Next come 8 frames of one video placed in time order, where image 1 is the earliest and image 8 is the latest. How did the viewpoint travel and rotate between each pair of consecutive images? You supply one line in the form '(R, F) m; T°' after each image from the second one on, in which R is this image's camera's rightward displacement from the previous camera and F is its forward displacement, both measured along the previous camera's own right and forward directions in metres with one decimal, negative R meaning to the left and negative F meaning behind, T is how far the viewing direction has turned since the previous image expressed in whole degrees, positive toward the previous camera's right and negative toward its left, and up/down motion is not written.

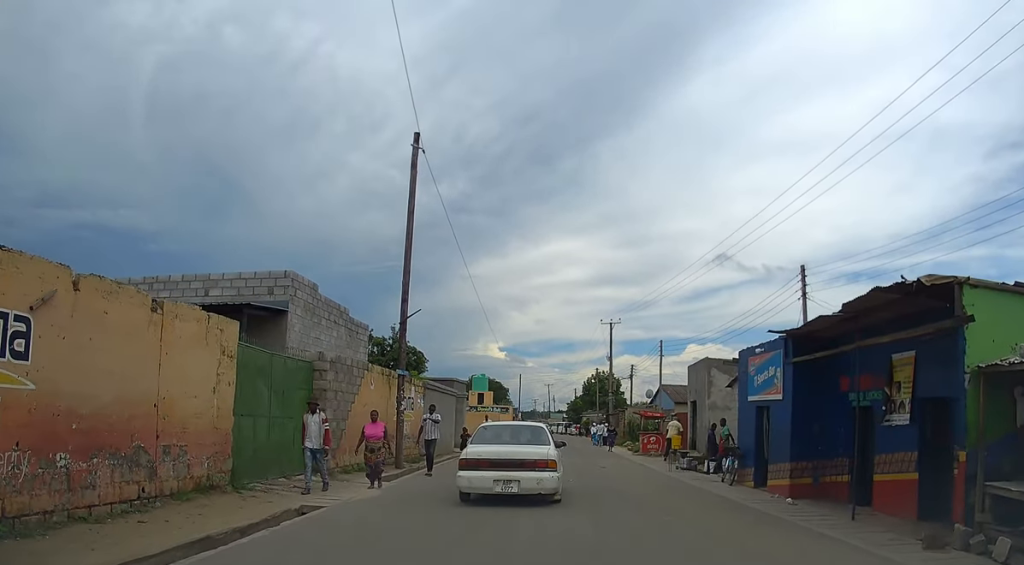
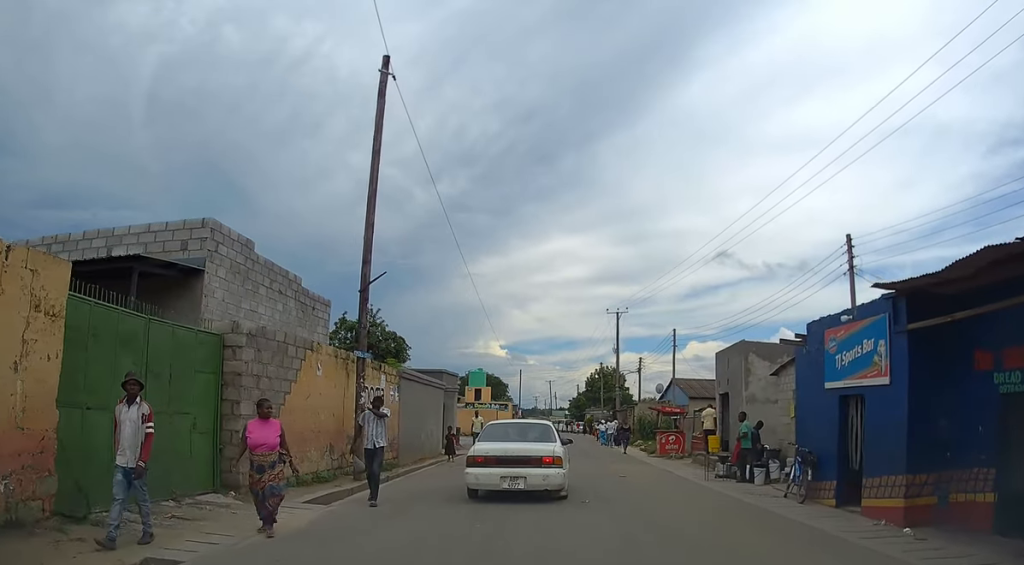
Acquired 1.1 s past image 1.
(-0.2, +4.4) m; -2°
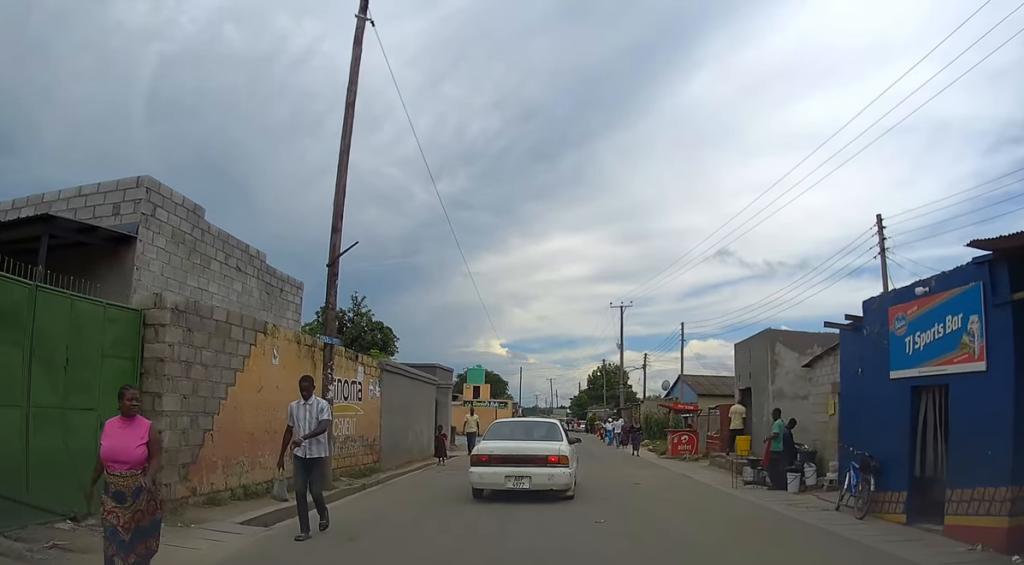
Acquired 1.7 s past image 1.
(+0.1, +2.5) m; +1°
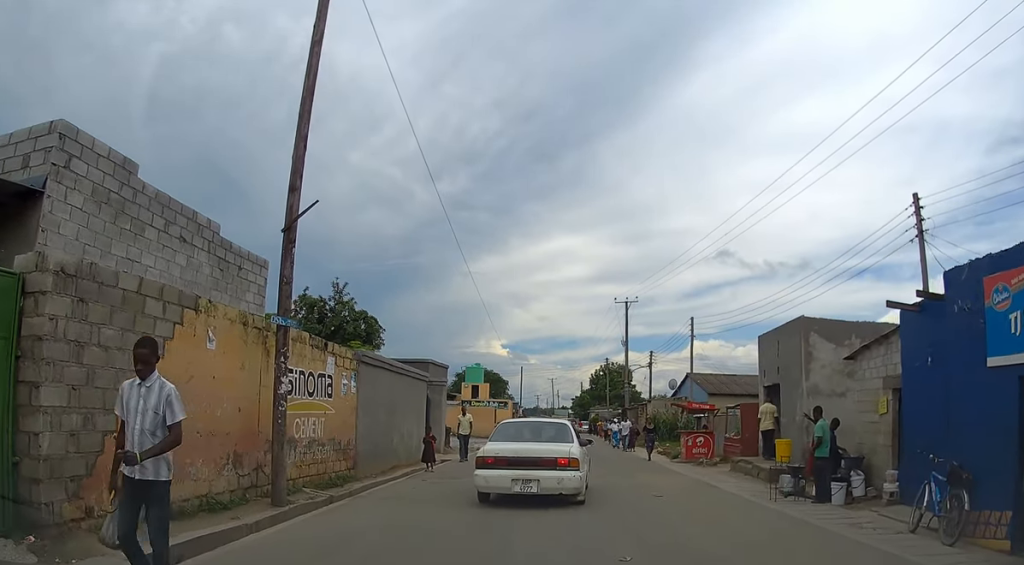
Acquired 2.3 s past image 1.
(0.0, +2.5) m; +1°
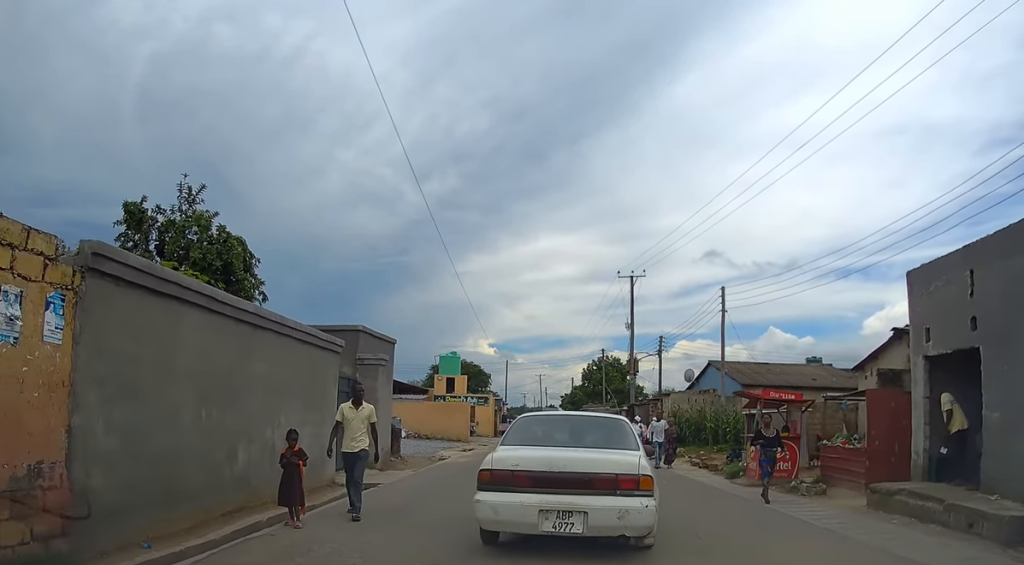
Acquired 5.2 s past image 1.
(0.0, +10.3) m; 0°
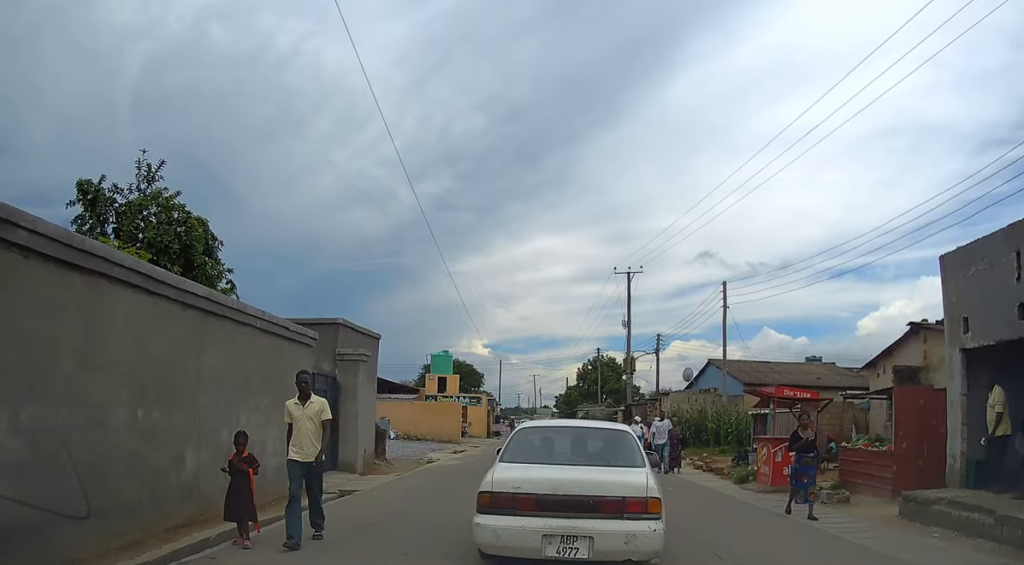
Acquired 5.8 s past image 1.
(0.0, +1.4) m; 0°
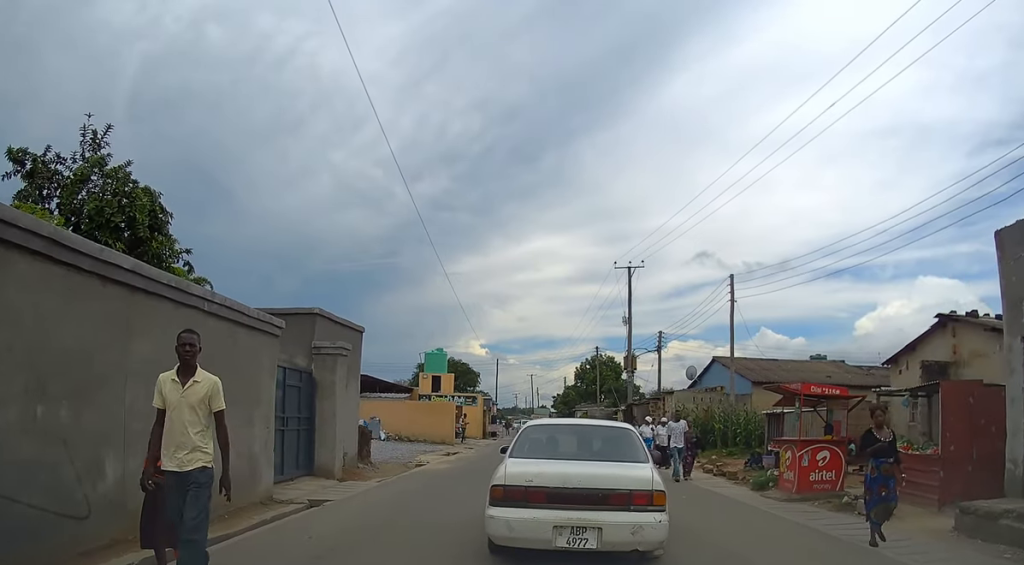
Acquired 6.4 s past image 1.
(0.0, +1.7) m; 0°
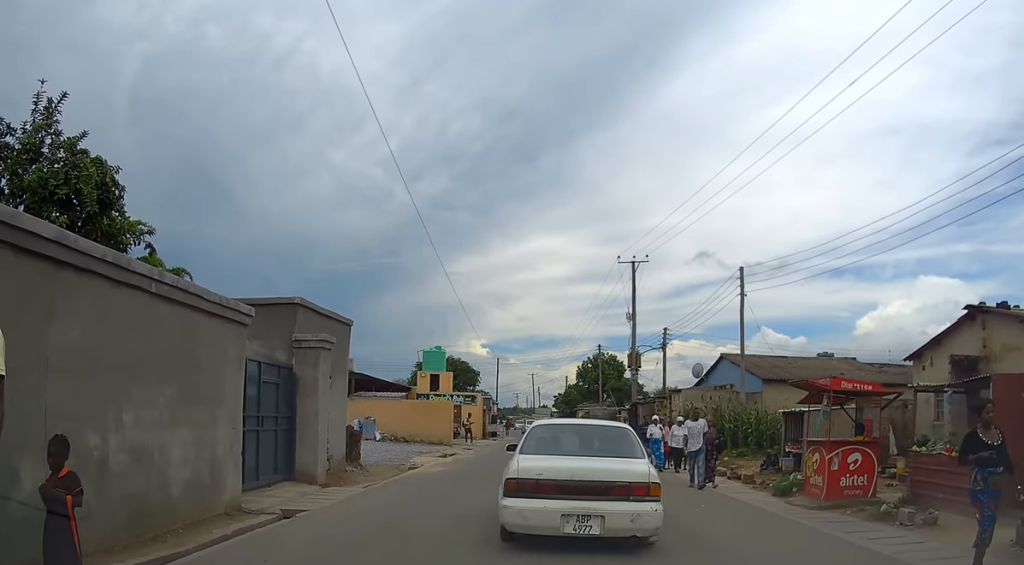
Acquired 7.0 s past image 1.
(0.0, +1.4) m; 0°
